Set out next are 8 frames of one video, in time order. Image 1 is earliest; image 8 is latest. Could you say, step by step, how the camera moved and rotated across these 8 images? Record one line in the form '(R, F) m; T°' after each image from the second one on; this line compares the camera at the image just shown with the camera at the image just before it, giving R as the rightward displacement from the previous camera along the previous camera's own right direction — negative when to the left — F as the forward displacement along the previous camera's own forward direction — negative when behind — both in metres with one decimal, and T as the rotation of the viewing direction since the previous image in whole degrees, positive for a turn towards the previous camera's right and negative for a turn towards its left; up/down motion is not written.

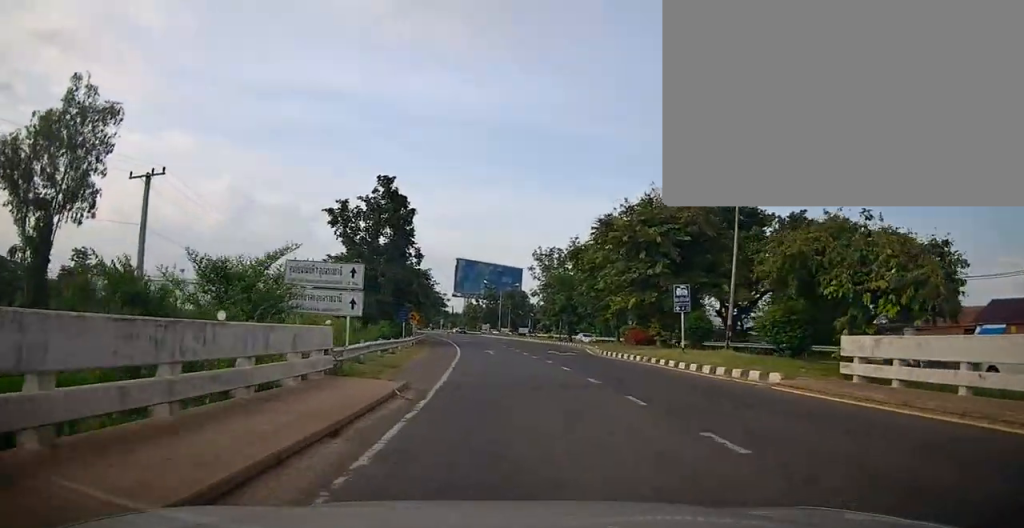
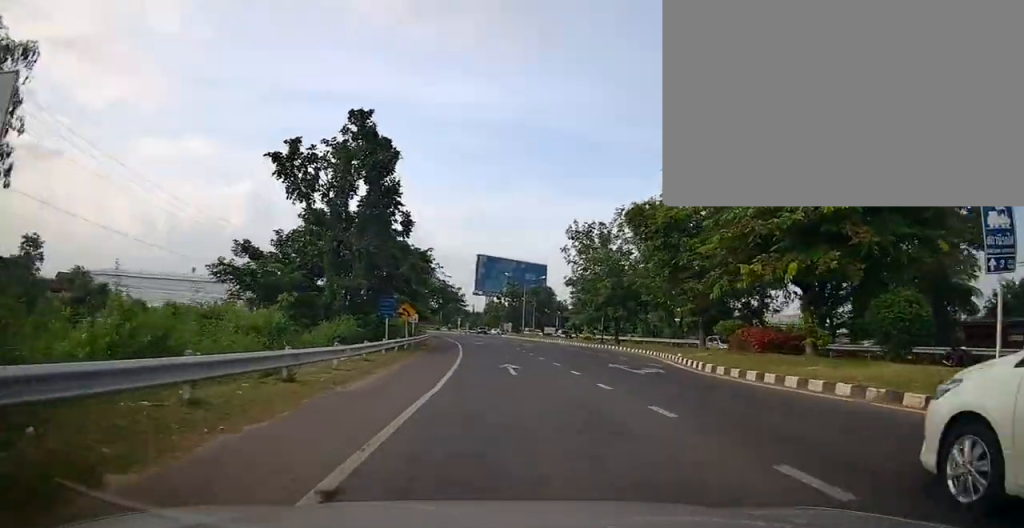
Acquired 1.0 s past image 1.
(0.0, +13.9) m; 0°
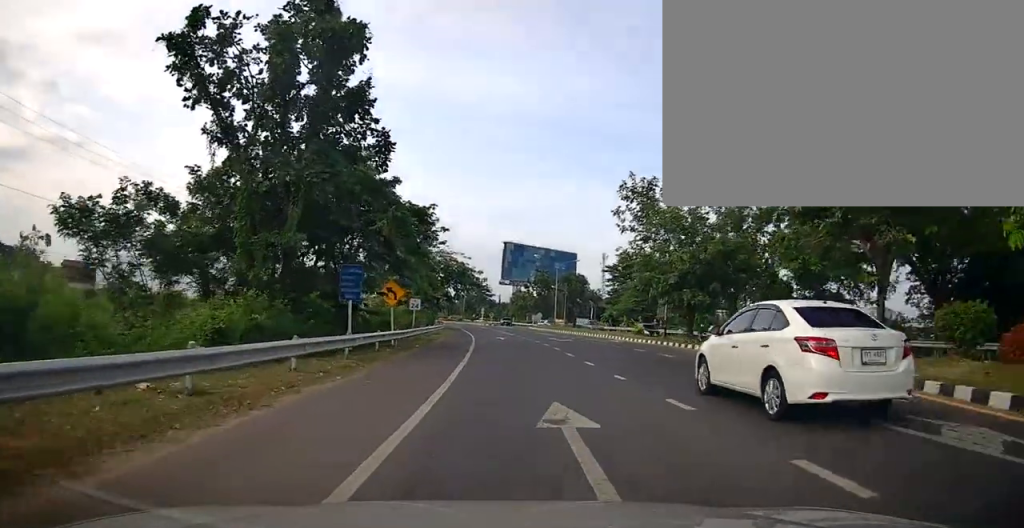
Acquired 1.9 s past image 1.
(0.0, +12.2) m; -2°
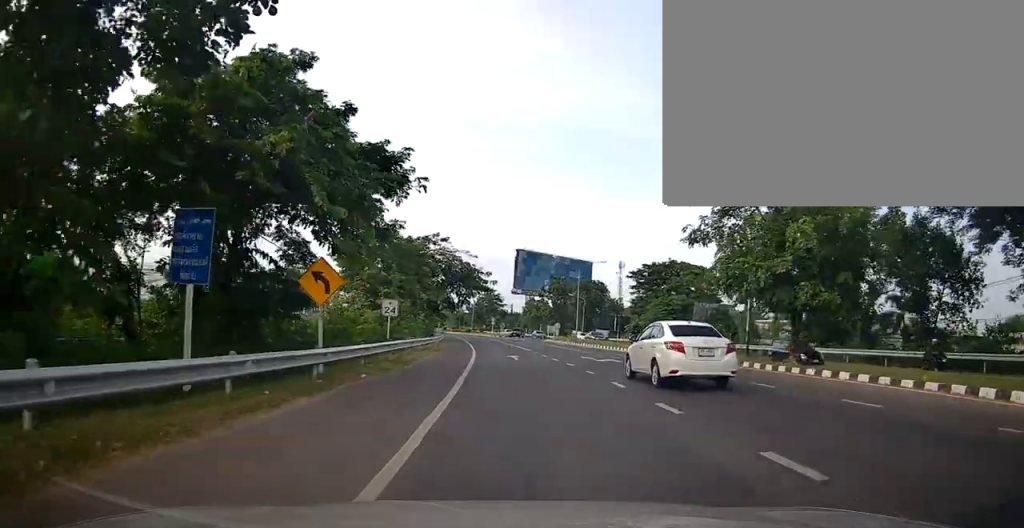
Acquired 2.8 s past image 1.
(-0.2, +11.2) m; -3°
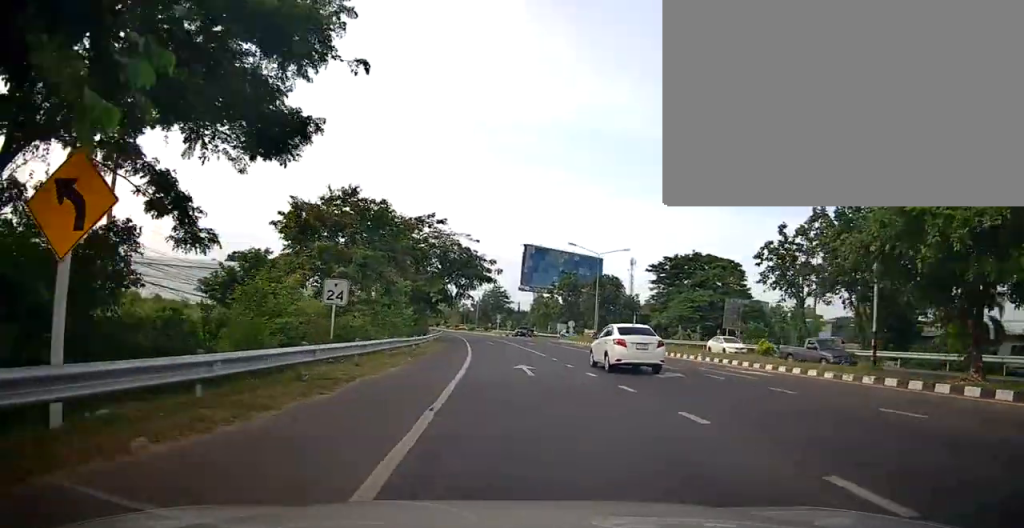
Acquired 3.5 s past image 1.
(-0.4, +9.4) m; -2°
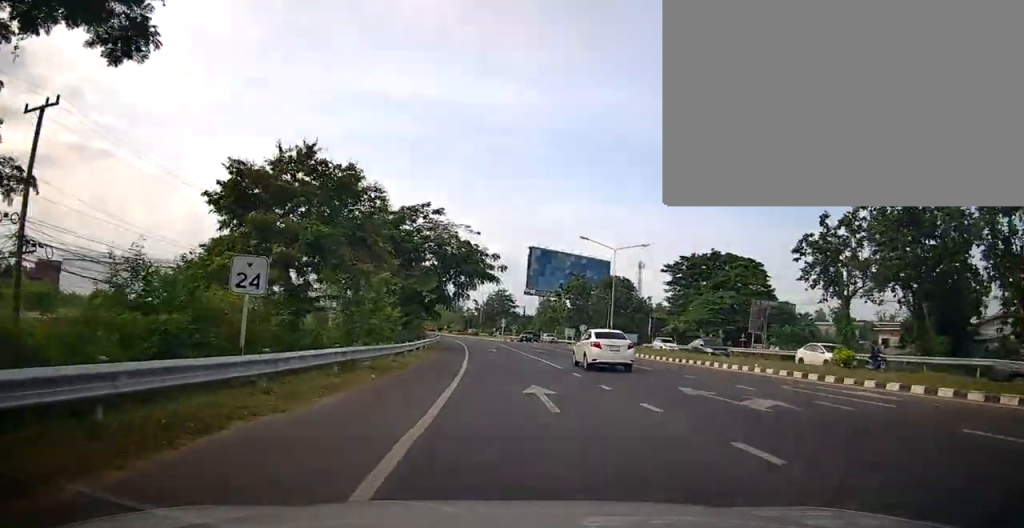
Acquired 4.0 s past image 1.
(0.0, +6.2) m; +2°
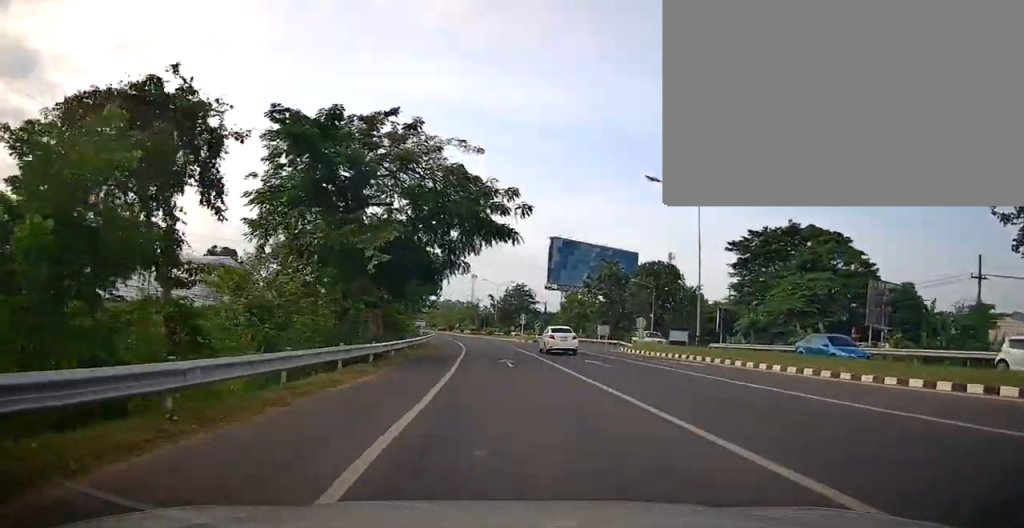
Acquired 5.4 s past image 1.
(+1.0, +19.0) m; +2°
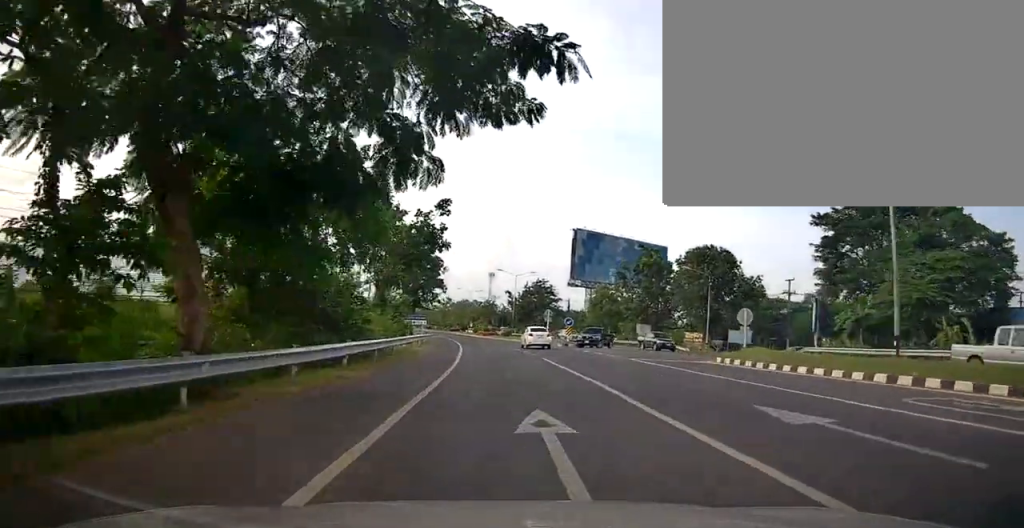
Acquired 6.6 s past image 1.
(-1.0, +15.6) m; -7°
